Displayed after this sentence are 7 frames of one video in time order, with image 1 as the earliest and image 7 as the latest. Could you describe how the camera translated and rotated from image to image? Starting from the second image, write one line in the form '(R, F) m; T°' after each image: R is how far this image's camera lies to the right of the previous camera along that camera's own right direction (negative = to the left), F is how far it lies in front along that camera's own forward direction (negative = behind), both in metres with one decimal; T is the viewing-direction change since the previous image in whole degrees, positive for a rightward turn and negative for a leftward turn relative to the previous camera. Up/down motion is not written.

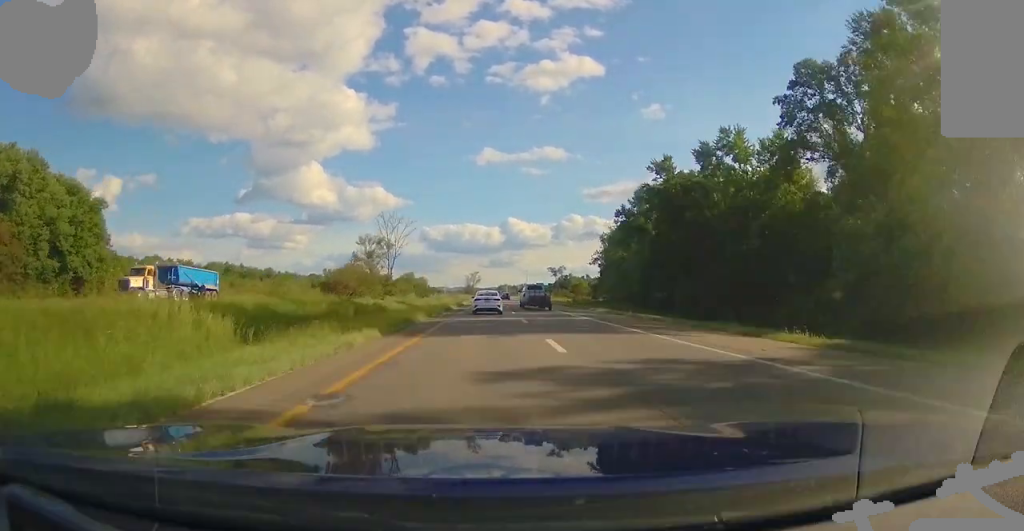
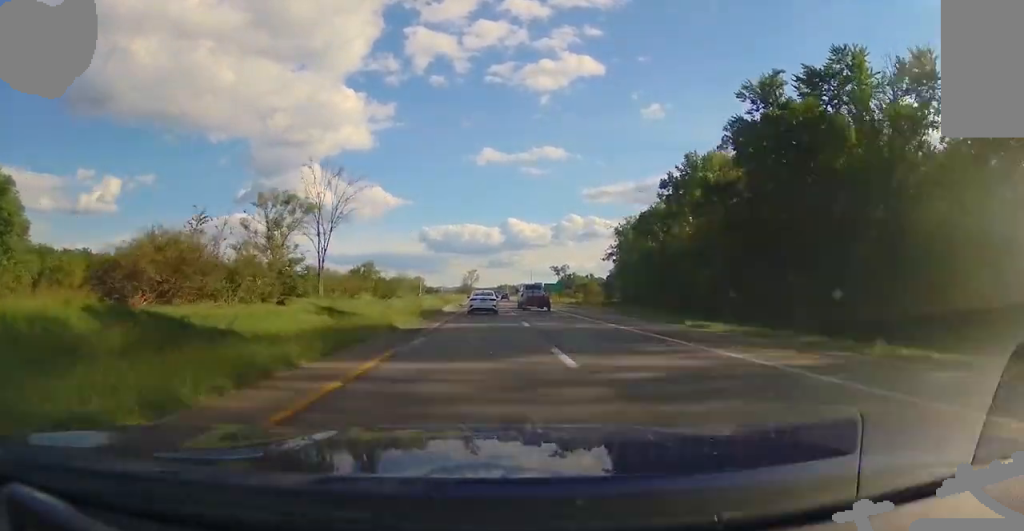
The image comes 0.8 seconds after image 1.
(0.0, +27.0) m; 0°
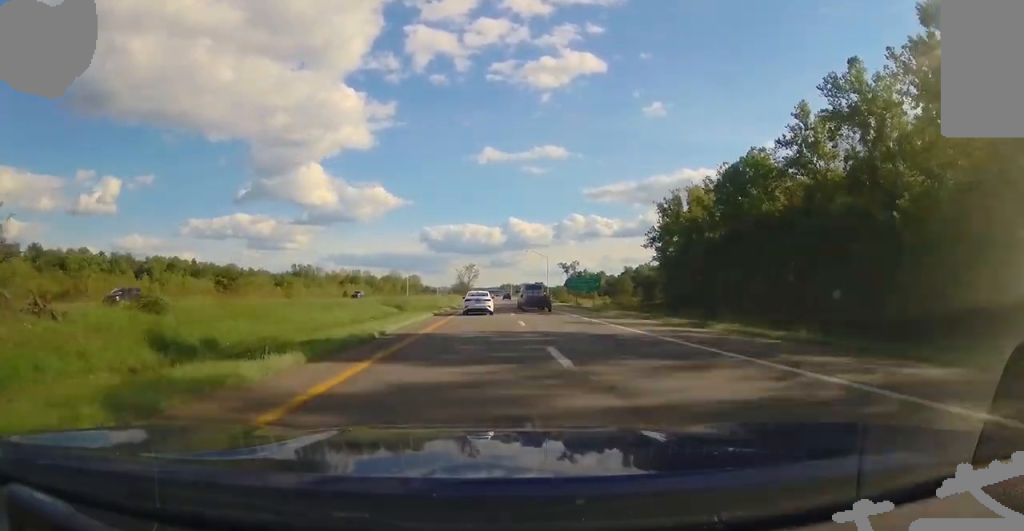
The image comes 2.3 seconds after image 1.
(0.0, +48.9) m; 0°
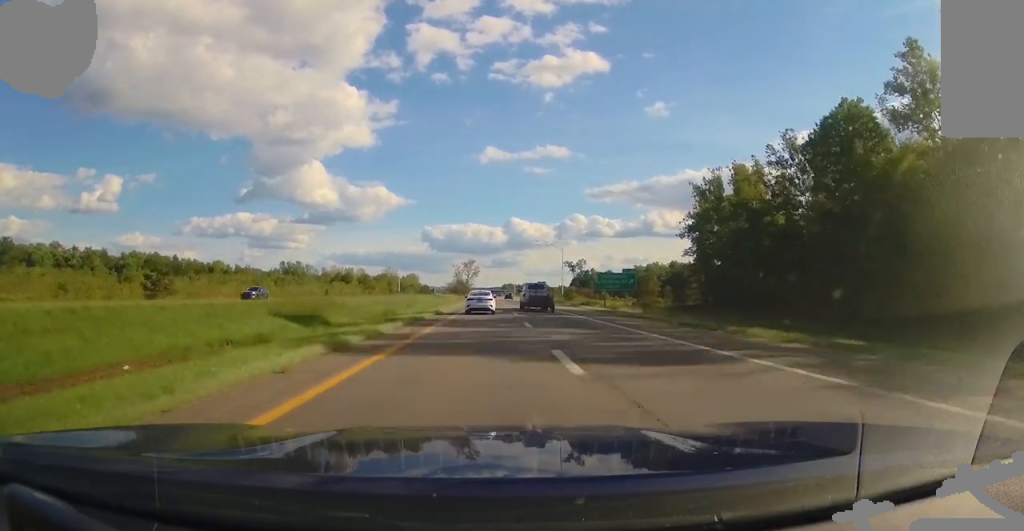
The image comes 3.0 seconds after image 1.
(0.0, +25.5) m; 0°
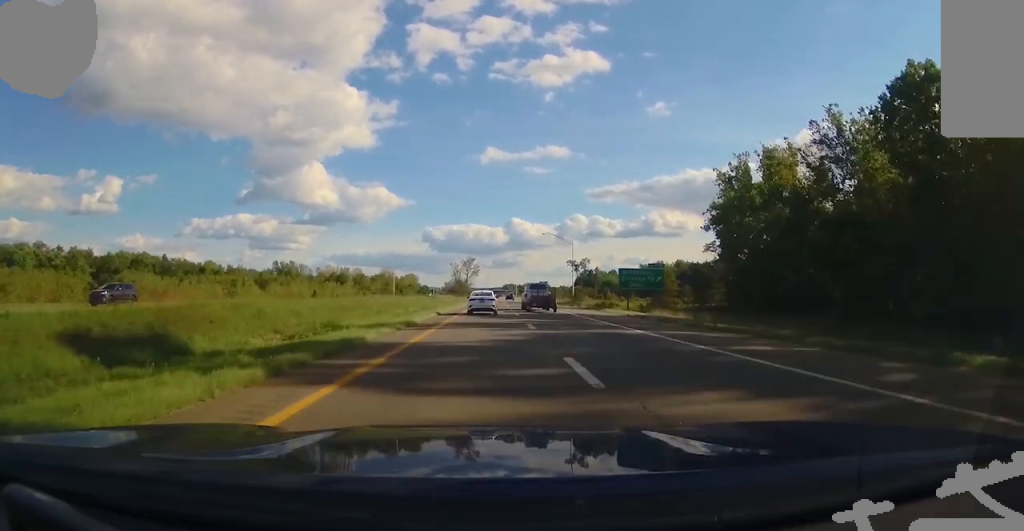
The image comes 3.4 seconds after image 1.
(0.0, +13.3) m; 0°
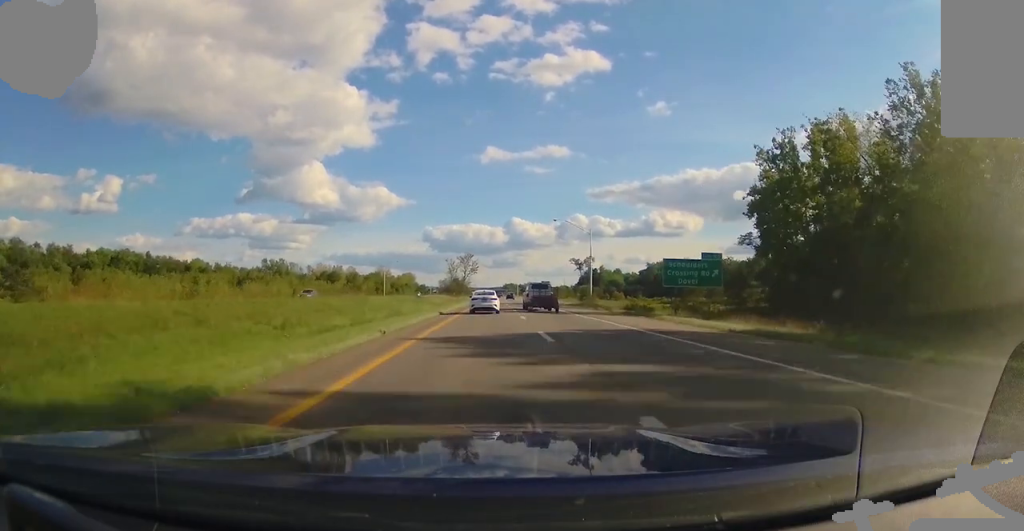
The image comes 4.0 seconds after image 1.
(0.0, +17.8) m; 0°
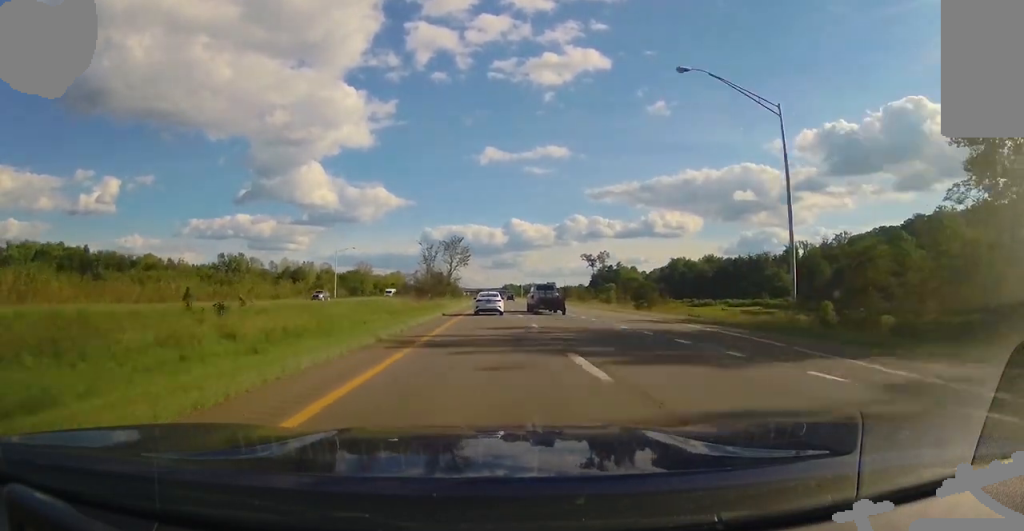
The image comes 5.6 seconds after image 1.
(0.0, +55.5) m; 0°
